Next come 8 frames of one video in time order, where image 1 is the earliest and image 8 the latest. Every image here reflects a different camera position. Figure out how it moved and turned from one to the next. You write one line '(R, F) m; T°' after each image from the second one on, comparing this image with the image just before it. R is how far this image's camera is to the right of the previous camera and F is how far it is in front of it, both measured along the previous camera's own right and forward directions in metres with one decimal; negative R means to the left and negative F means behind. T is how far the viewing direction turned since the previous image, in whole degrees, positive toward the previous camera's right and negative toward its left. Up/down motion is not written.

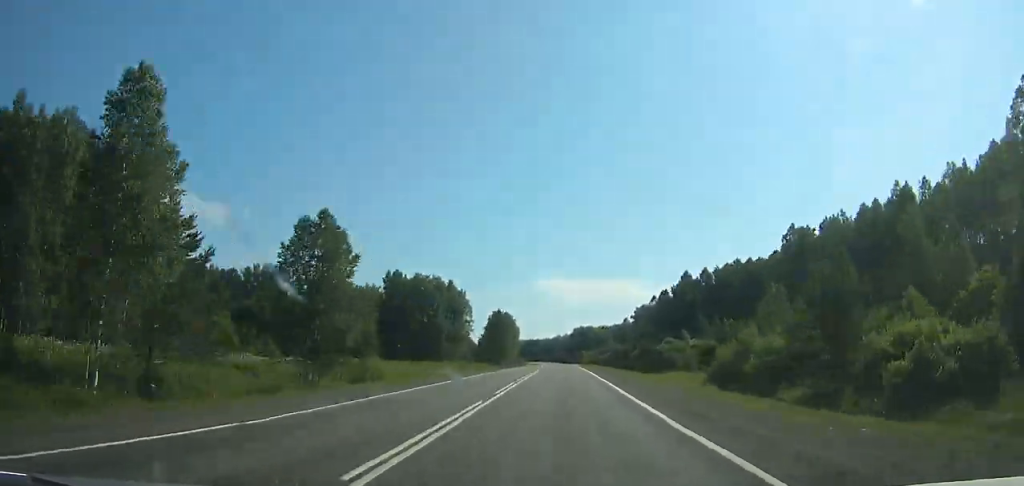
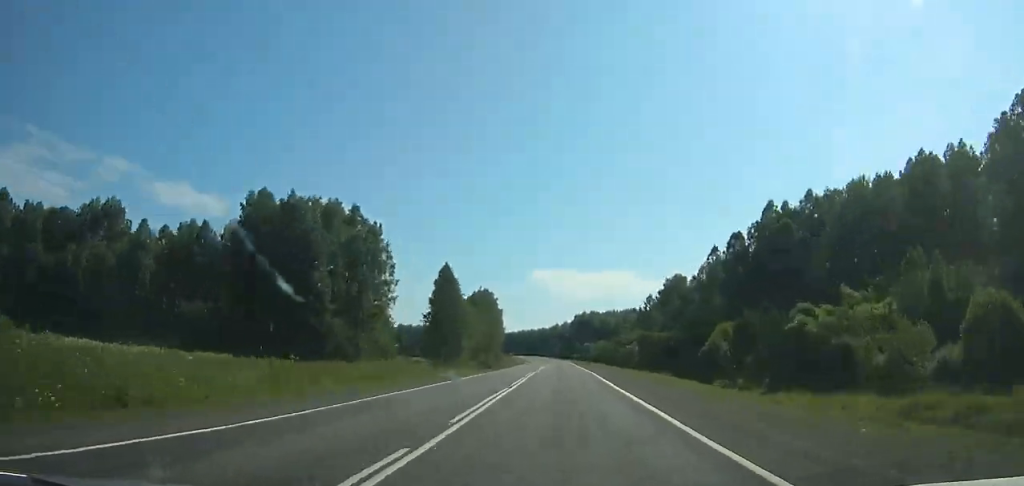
(+0.8, +63.3) m; -4°
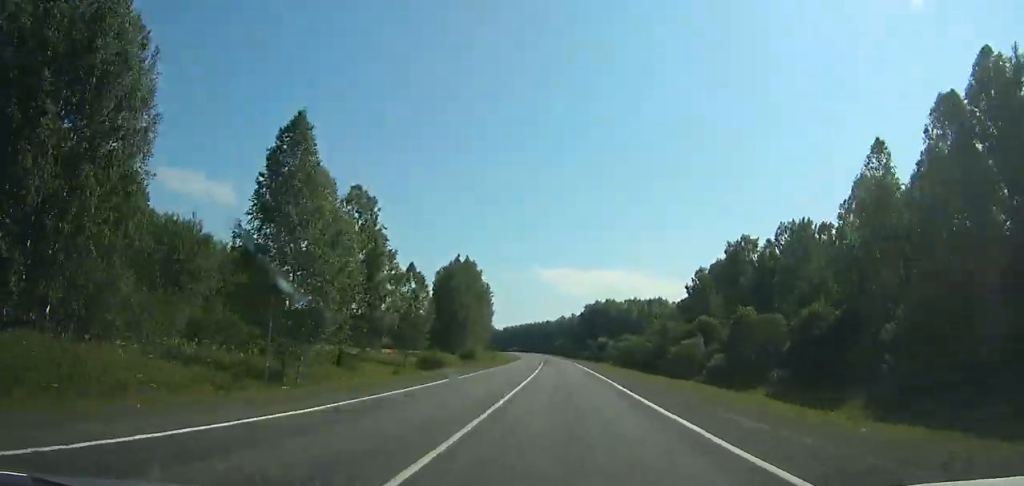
(-3.8, +48.1) m; +1°
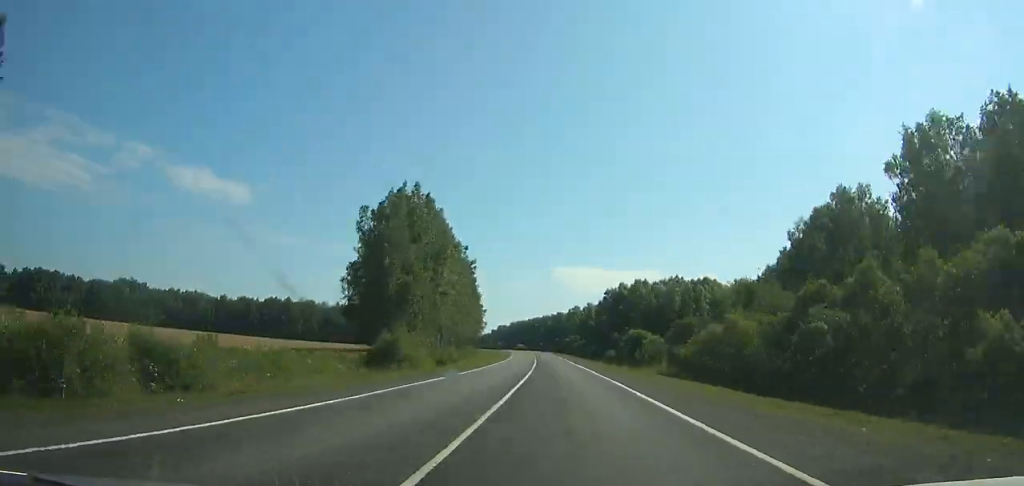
(-1.4, +53.6) m; +2°
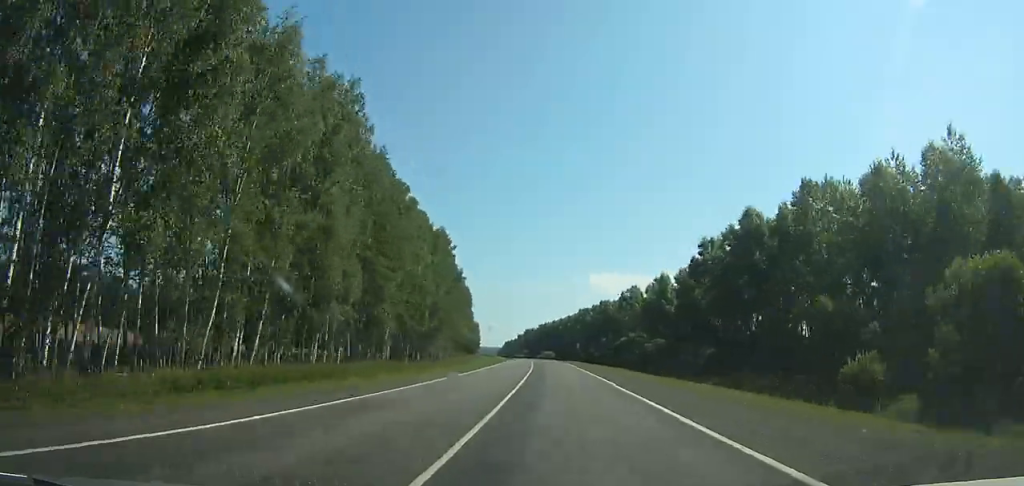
(+6.4, +107.6) m; 0°
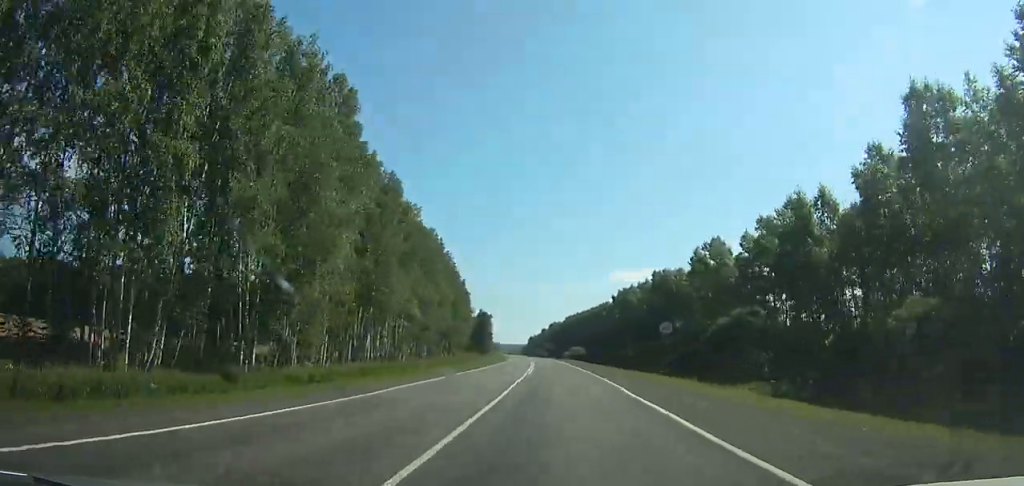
(-2.5, +66.8) m; -4°
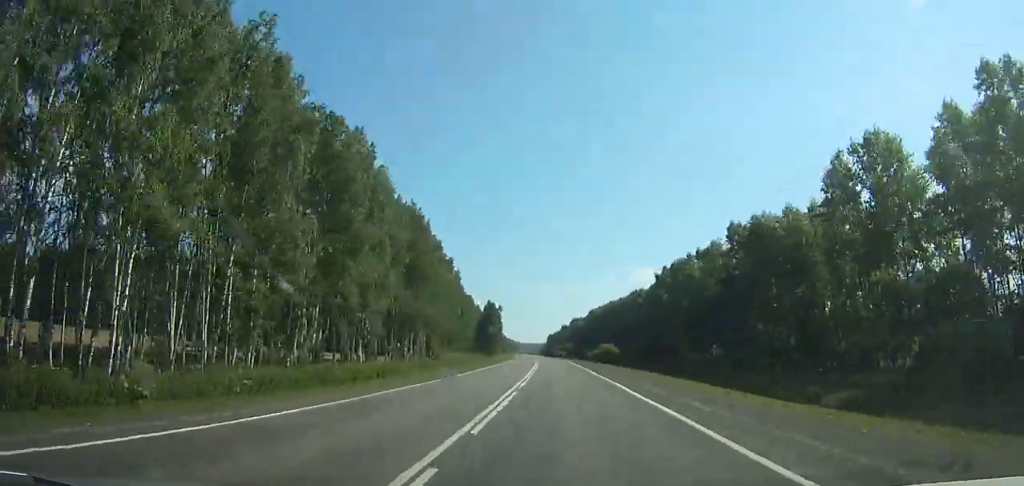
(-1.9, +49.7) m; -2°
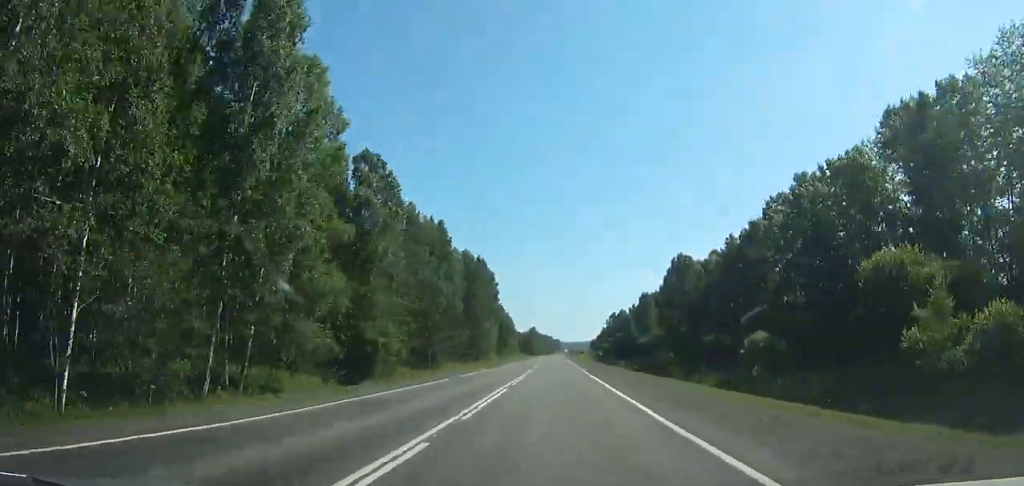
(-21.2, +231.8) m; -2°
